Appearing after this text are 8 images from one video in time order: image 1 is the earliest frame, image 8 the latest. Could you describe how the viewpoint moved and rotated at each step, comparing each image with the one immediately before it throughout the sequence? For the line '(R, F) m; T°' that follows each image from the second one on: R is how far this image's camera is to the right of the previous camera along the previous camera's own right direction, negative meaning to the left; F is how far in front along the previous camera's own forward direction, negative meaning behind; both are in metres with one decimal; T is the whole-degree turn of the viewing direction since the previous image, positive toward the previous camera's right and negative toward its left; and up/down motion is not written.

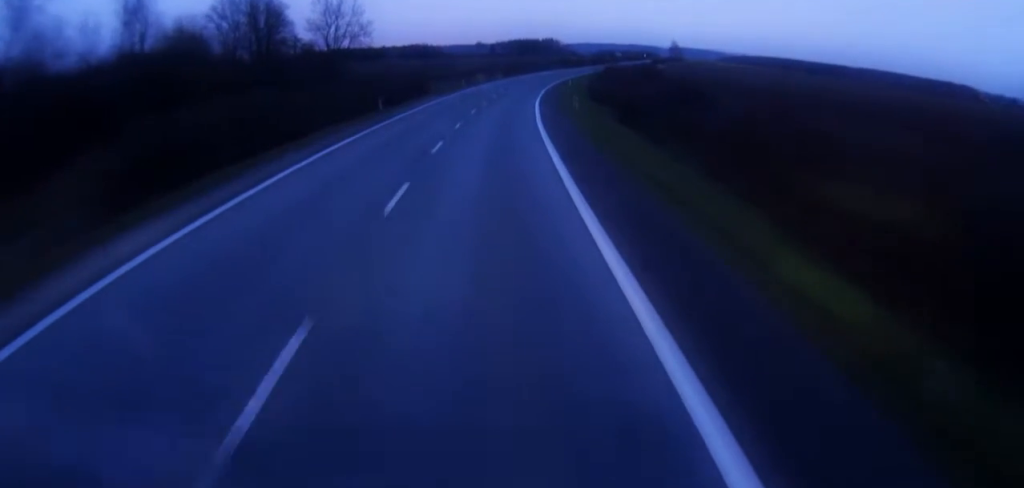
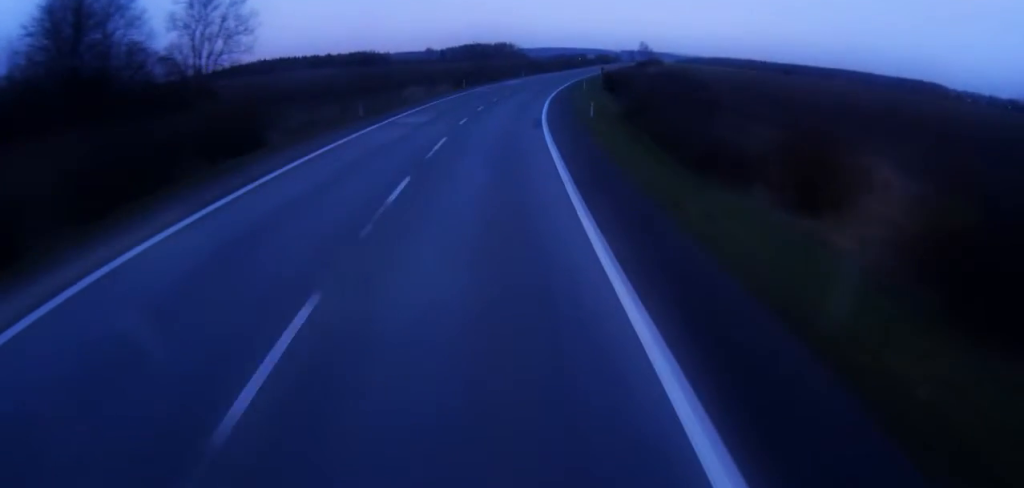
(+2.7, +43.0) m; +7°
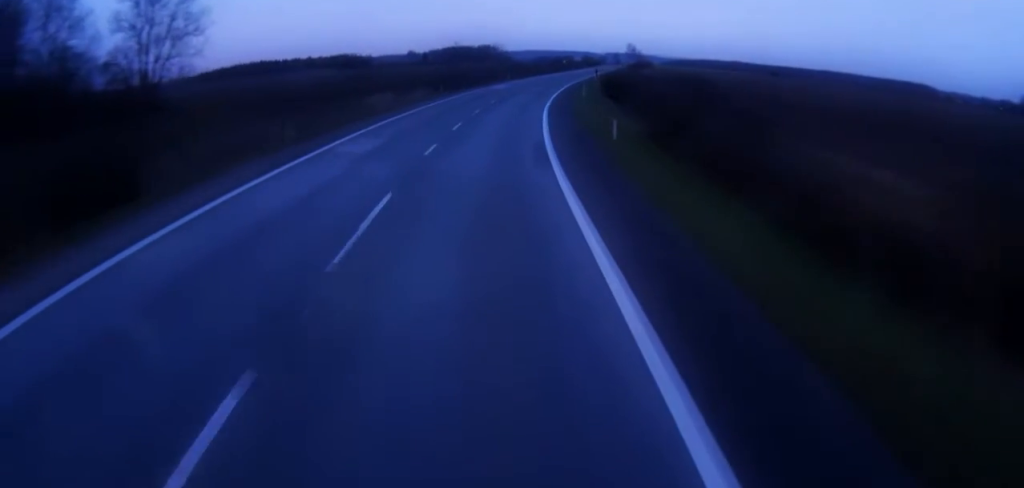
(-0.1, +10.9) m; +2°
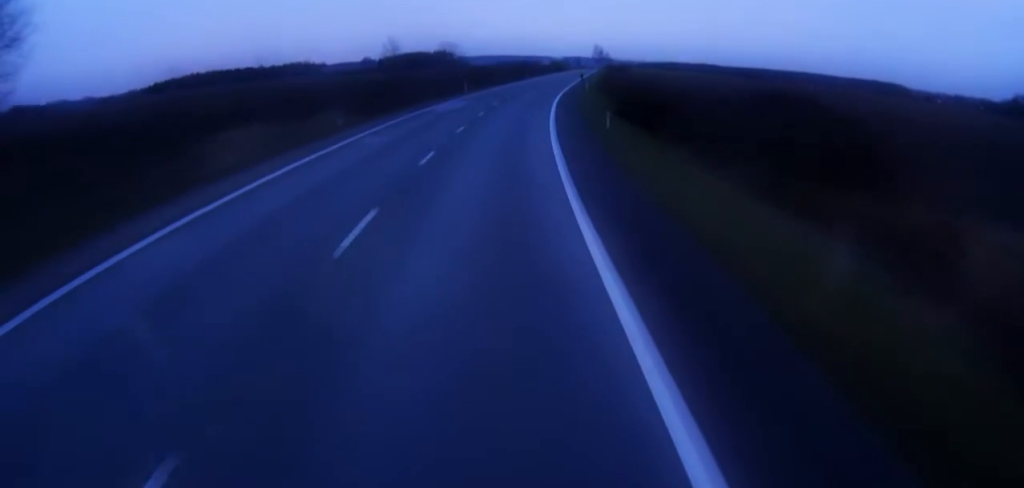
(+1.4, +27.6) m; +4°
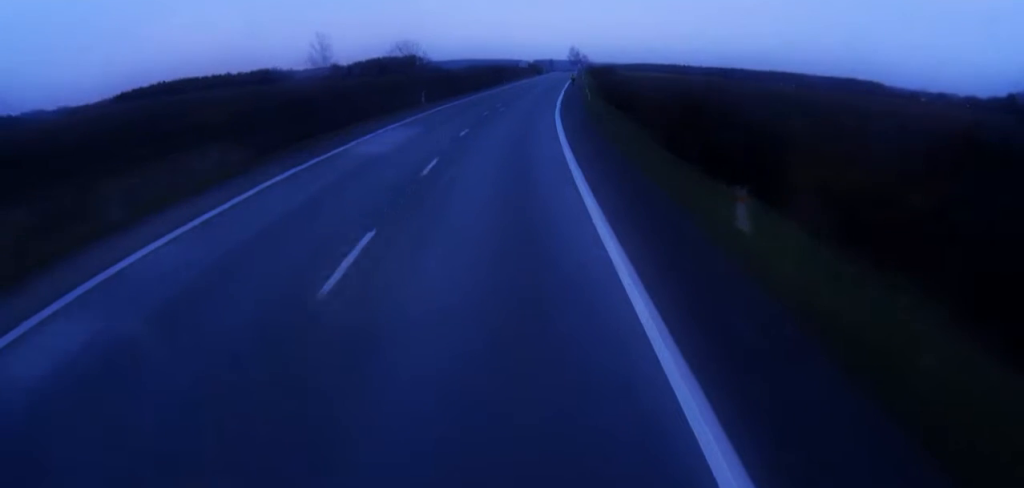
(+0.3, +19.4) m; +2°
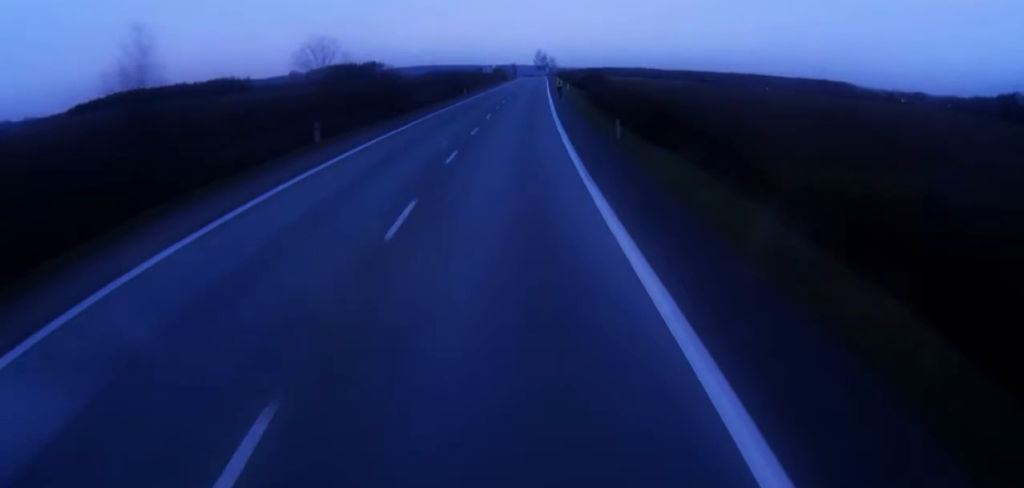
(+0.4, +23.5) m; +1°
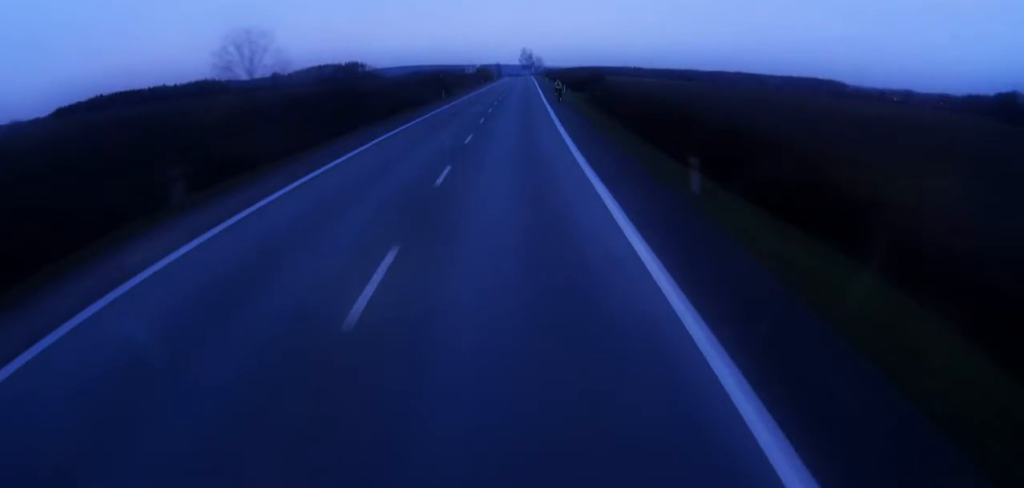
(+0.1, +12.6) m; 0°
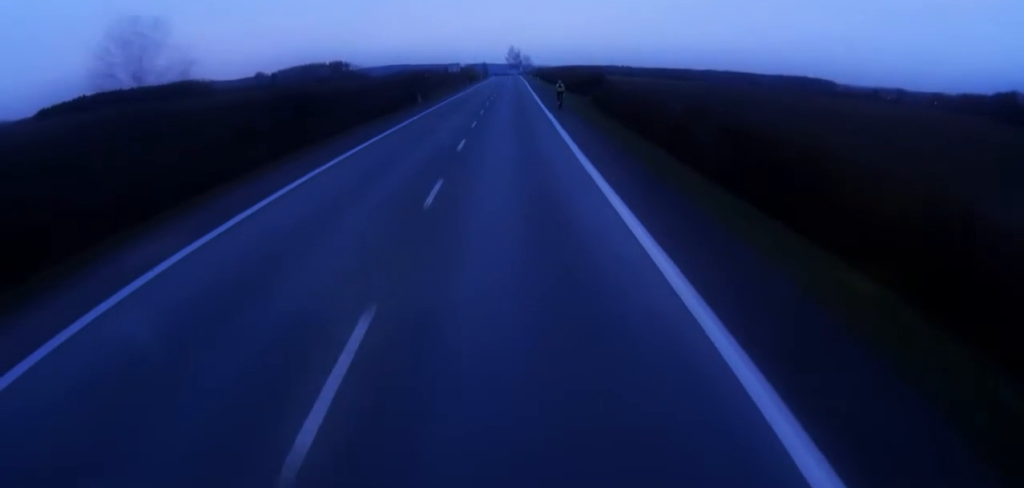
(-0.2, +11.7) m; 0°
